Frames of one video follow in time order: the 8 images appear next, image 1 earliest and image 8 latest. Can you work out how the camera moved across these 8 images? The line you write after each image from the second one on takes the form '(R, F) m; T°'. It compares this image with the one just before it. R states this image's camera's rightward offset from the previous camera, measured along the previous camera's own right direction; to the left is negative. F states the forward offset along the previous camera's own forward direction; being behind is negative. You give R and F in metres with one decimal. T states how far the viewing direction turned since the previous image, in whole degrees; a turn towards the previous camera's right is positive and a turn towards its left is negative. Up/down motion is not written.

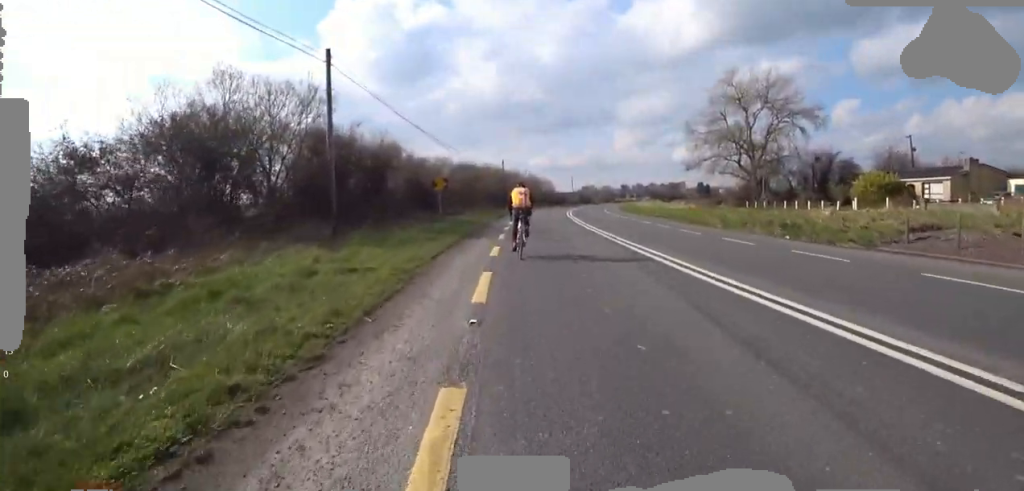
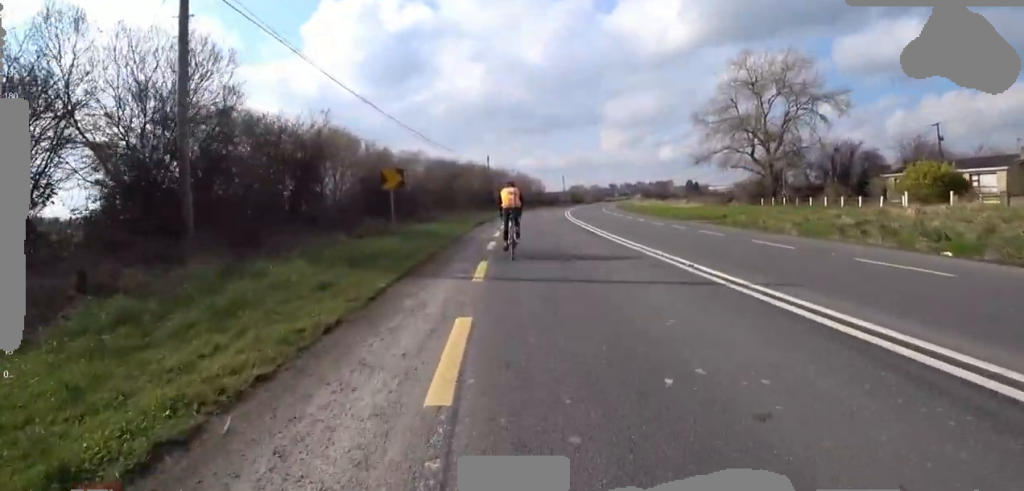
(0.0, +6.6) m; 0°
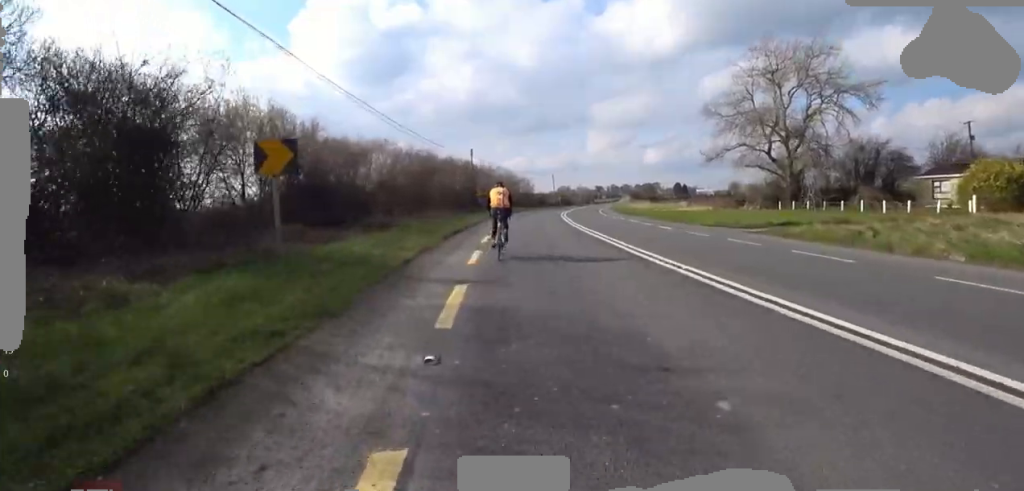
(0.0, +6.3) m; 0°
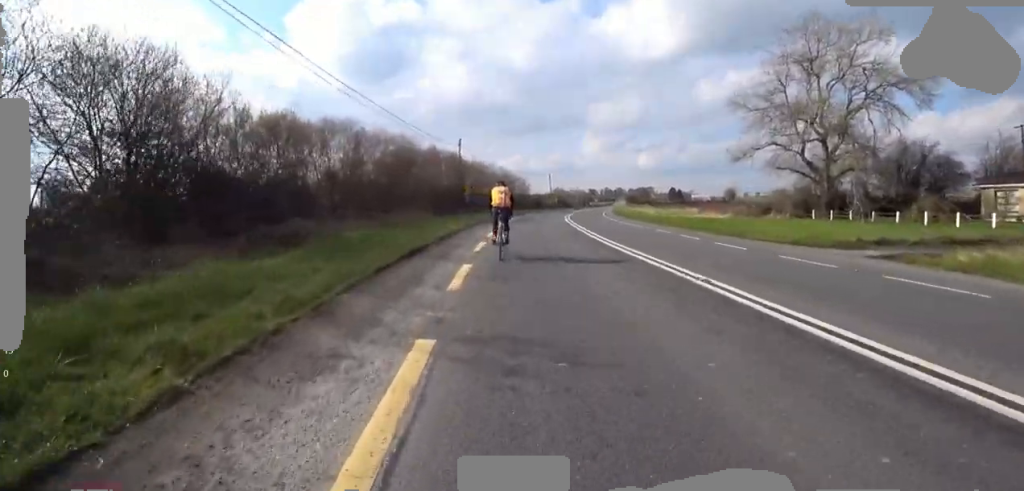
(0.0, +6.5) m; 0°
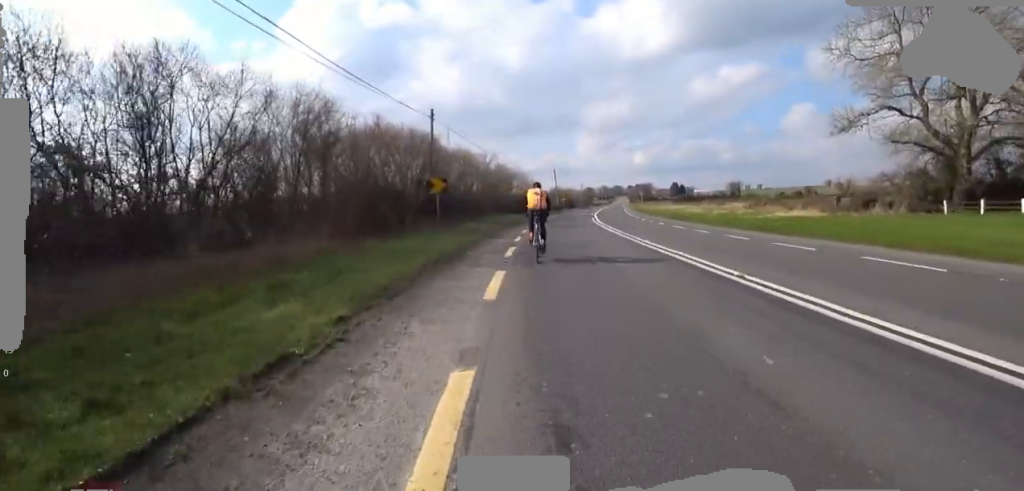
(0.0, +13.2) m; 0°
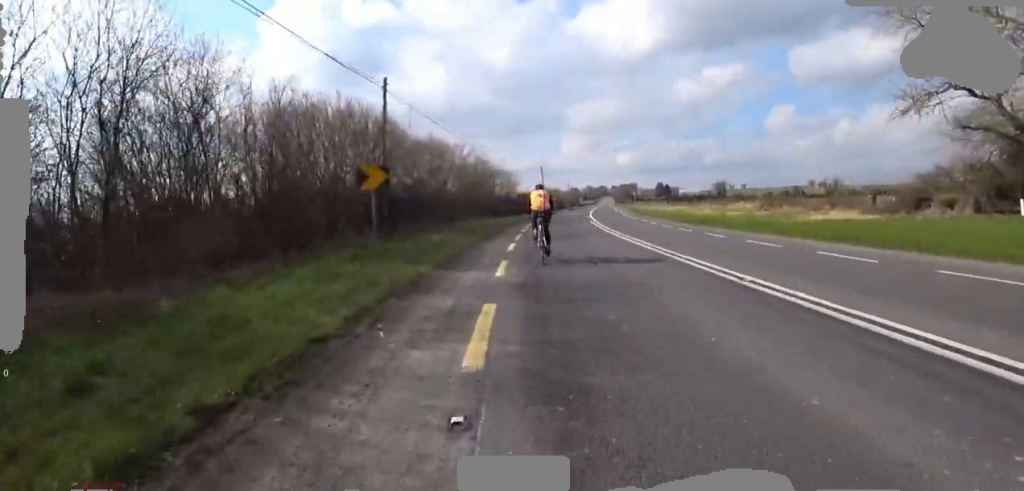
(0.0, +6.3) m; 0°
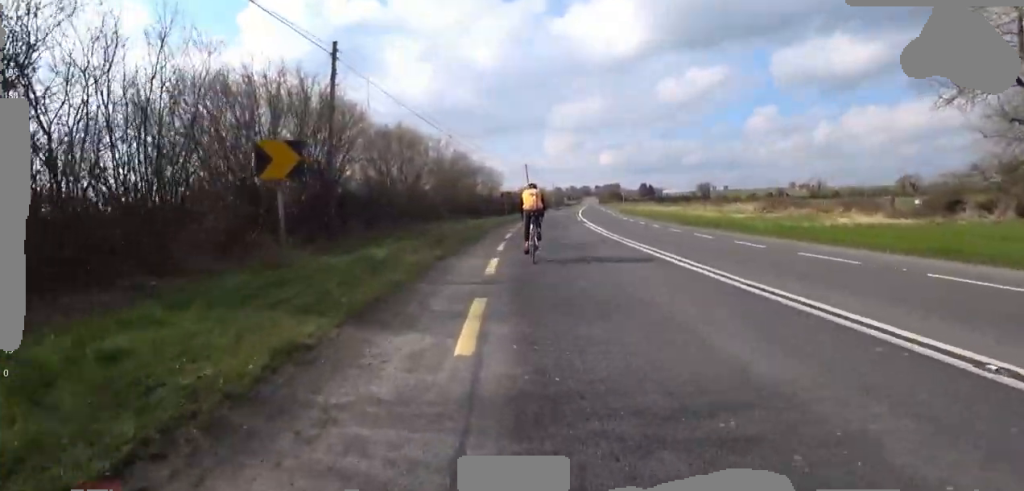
(0.0, +3.8) m; +3°
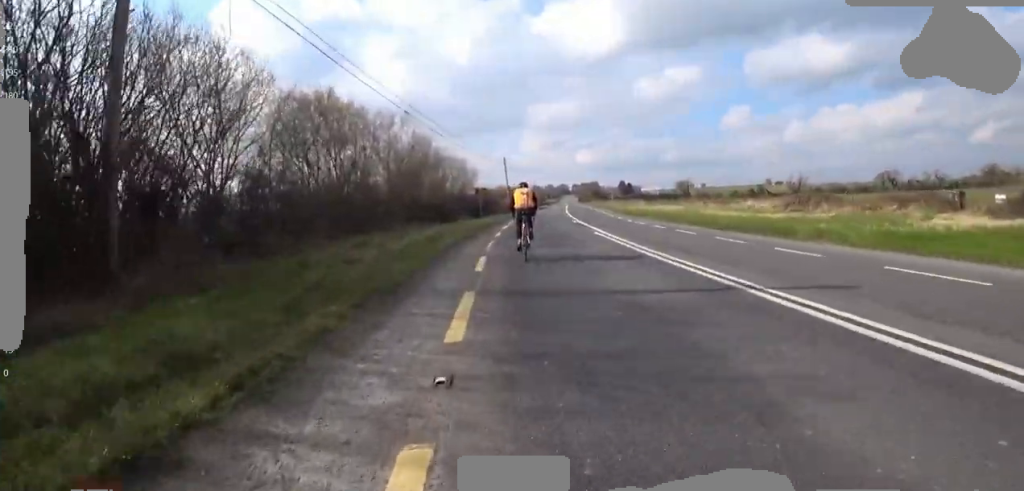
(0.0, +7.2) m; +10°
